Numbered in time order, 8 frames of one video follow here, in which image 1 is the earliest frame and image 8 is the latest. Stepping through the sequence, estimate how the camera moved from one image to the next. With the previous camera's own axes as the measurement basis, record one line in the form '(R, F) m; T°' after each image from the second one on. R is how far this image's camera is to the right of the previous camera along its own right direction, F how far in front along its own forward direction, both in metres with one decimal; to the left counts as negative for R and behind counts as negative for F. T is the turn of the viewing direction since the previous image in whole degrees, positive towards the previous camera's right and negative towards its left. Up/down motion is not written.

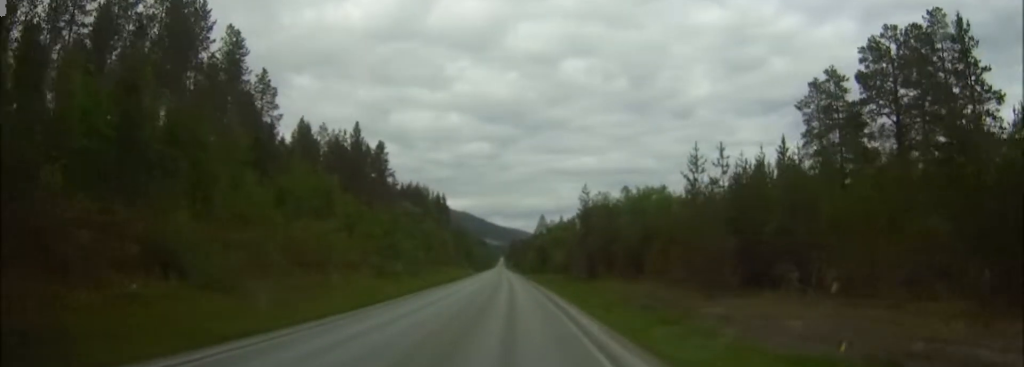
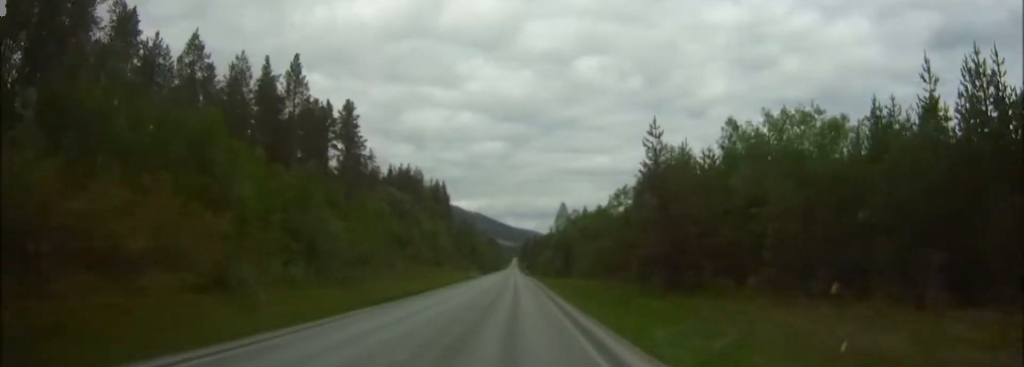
(-0.3, +36.3) m; -1°
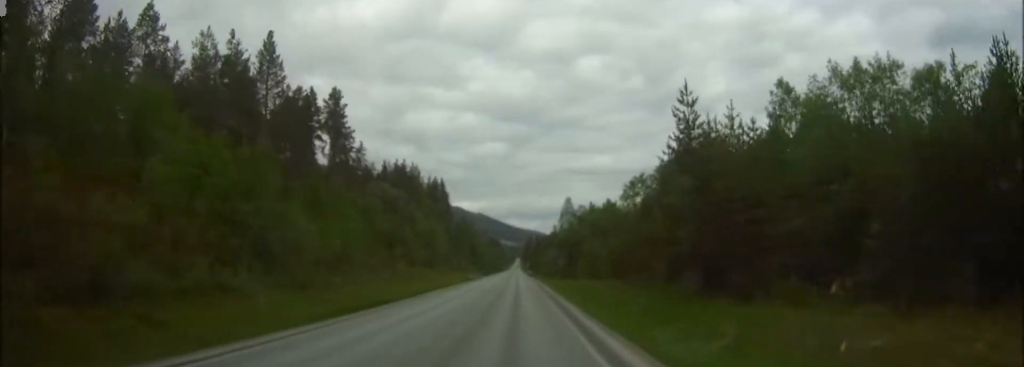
(+0.1, +9.4) m; 0°
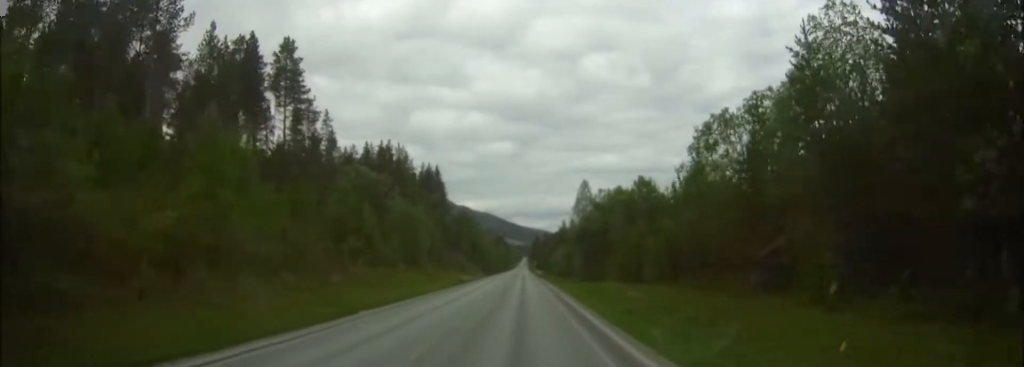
(-0.3, +23.0) m; -1°
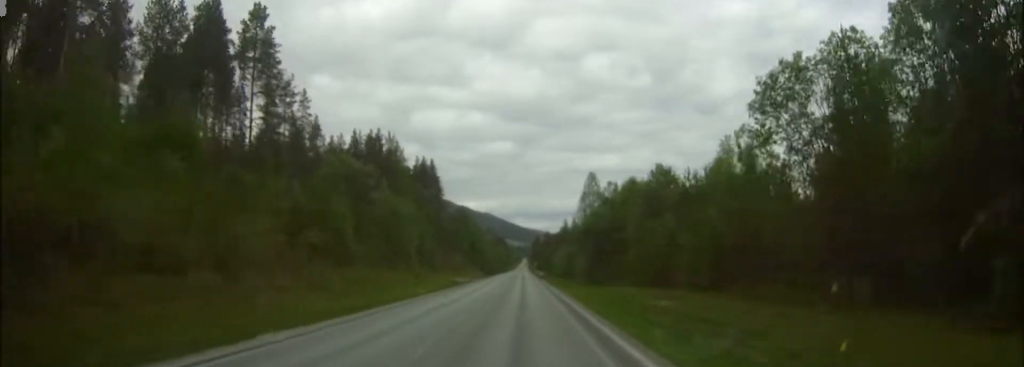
(+0.1, +9.4) m; 0°
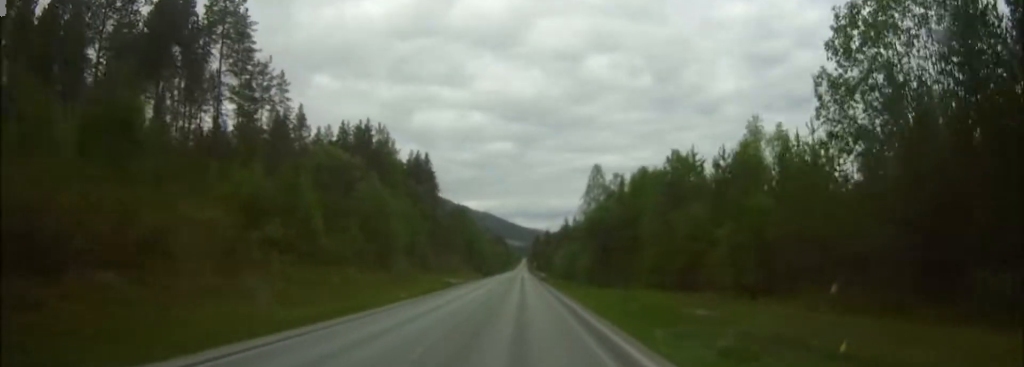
(0.0, +8.1) m; 0°
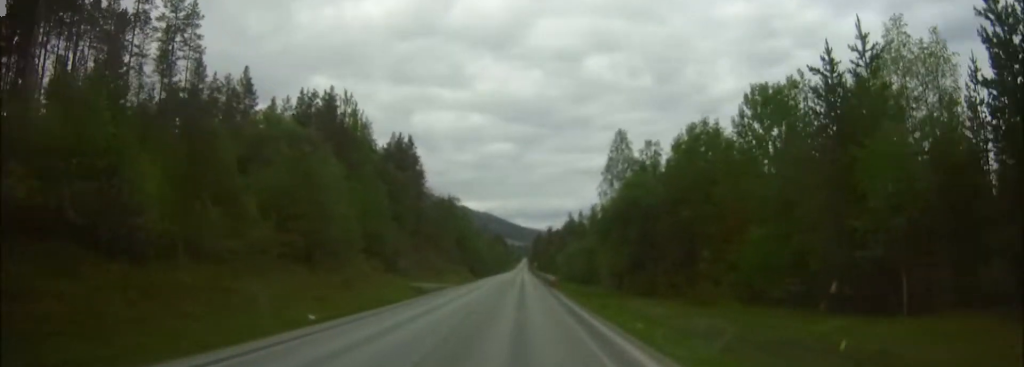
(0.0, +21.5) m; 0°
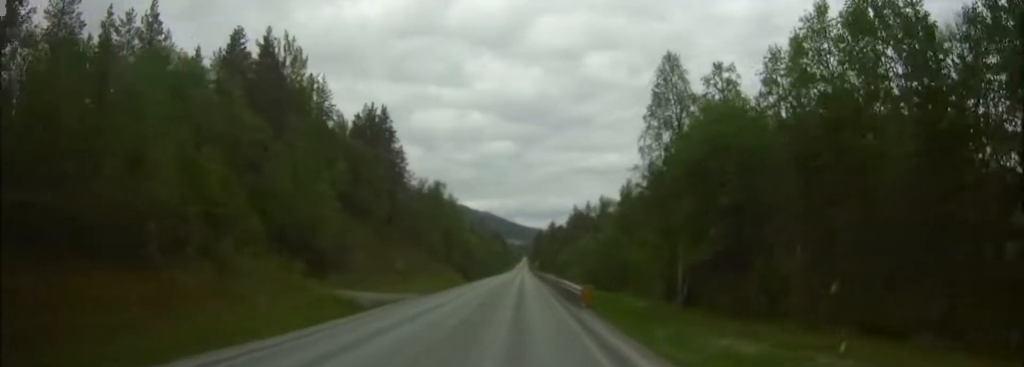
(0.0, +23.1) m; 0°
